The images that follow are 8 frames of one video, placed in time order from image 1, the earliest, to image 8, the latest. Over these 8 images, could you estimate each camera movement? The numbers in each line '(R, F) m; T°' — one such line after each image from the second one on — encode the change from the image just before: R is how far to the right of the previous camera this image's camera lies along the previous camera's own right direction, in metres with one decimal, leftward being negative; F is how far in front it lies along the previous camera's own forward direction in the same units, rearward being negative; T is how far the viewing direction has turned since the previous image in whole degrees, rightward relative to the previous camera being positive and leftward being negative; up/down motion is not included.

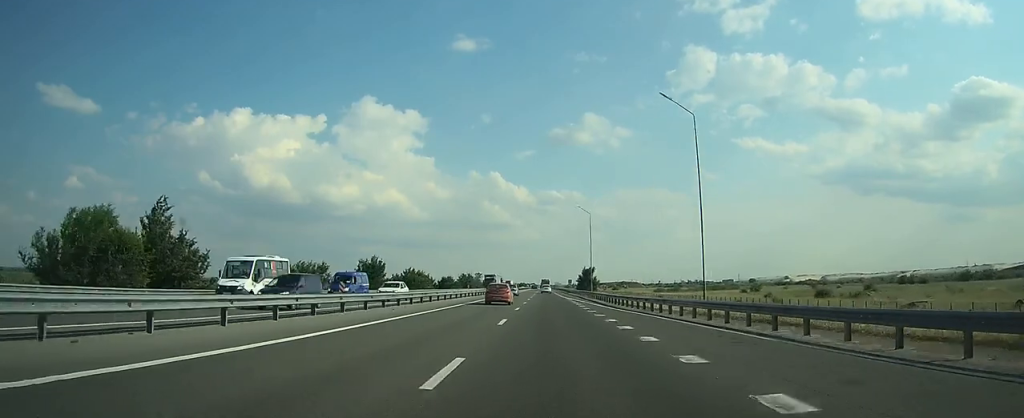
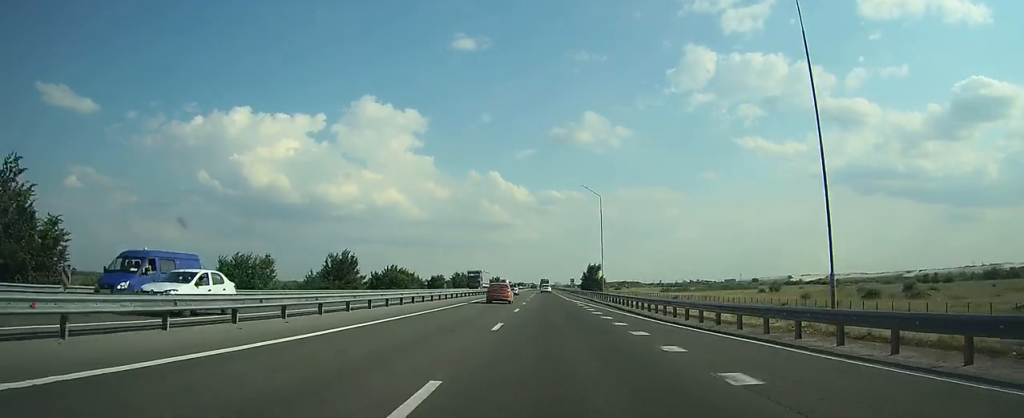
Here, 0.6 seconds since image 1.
(0.0, +14.5) m; 0°
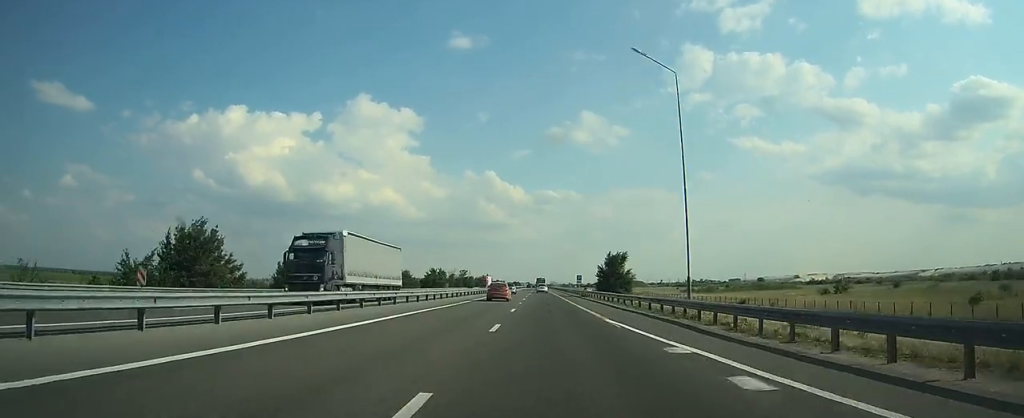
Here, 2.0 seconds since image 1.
(+0.2, +36.6) m; +1°
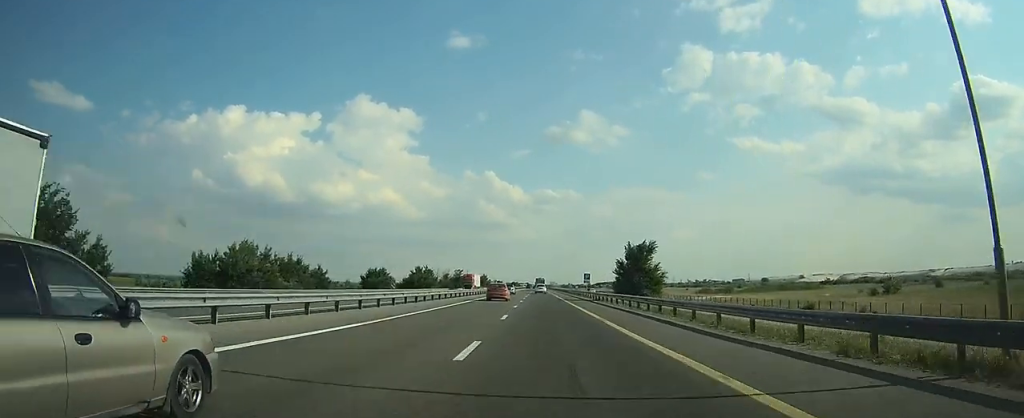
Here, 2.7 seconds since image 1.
(0.0, +18.0) m; 0°
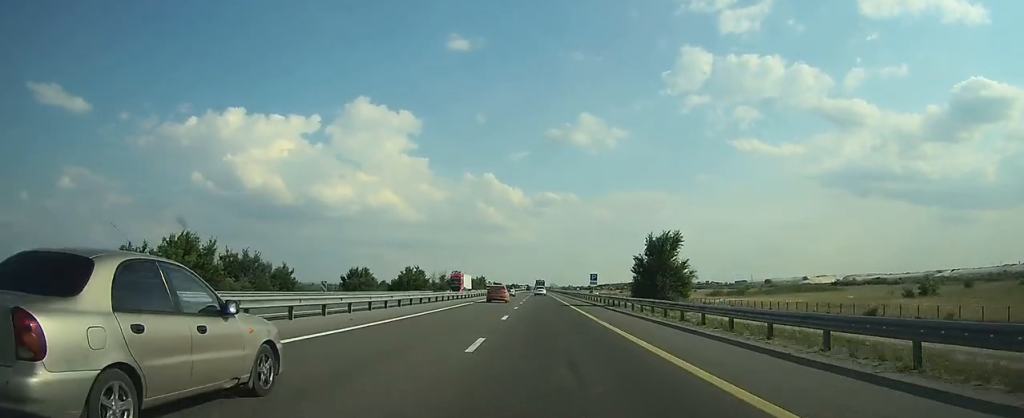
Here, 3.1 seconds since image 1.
(0.0, +10.3) m; 0°
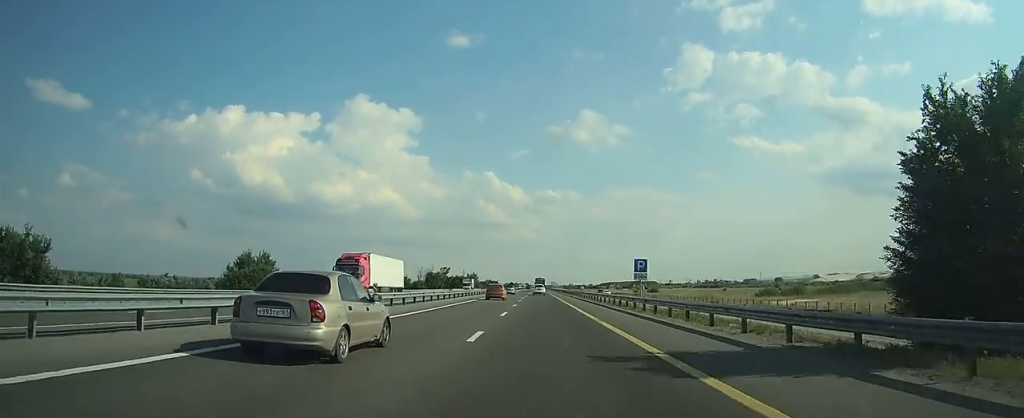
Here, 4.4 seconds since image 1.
(+0.1, +34.5) m; 0°
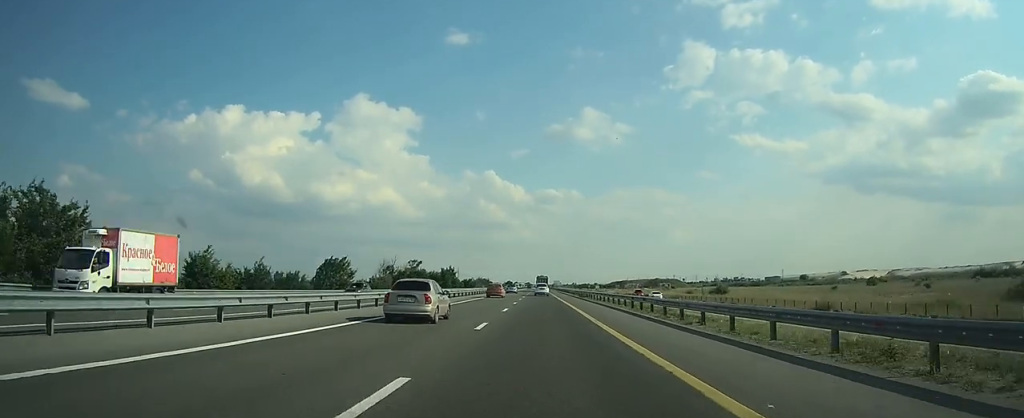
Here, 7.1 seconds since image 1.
(+0.2, +68.5) m; -1°
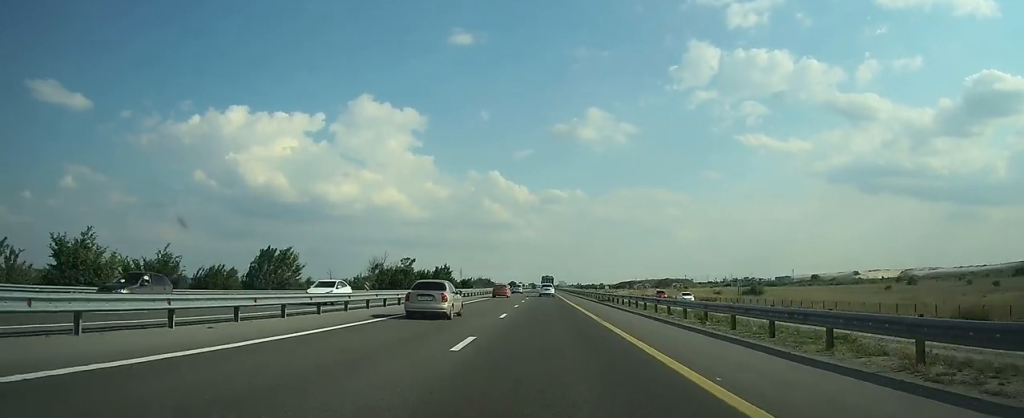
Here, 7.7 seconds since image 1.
(-0.2, +17.4) m; 0°
